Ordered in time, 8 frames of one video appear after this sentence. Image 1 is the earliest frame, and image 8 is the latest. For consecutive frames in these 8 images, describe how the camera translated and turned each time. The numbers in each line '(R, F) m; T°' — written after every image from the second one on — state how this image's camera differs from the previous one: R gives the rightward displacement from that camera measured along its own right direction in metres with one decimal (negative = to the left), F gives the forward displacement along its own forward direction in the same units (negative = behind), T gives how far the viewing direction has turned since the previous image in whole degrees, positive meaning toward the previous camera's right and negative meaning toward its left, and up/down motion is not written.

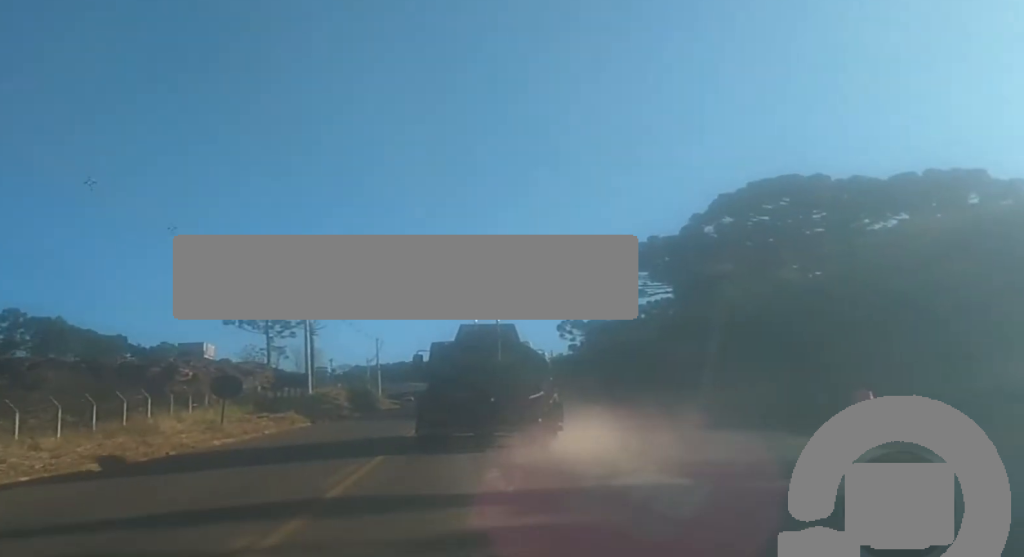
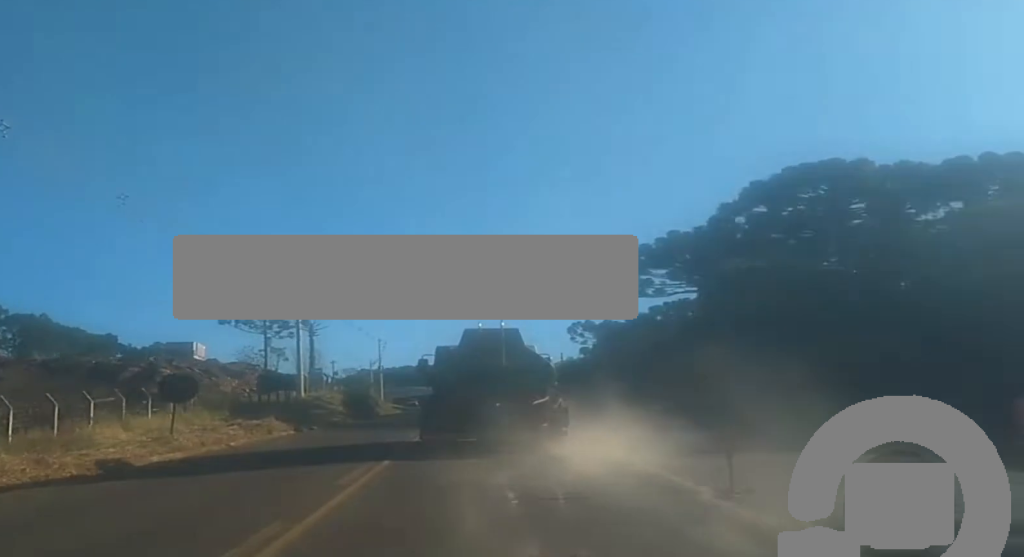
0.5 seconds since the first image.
(-0.1, +7.4) m; +1°
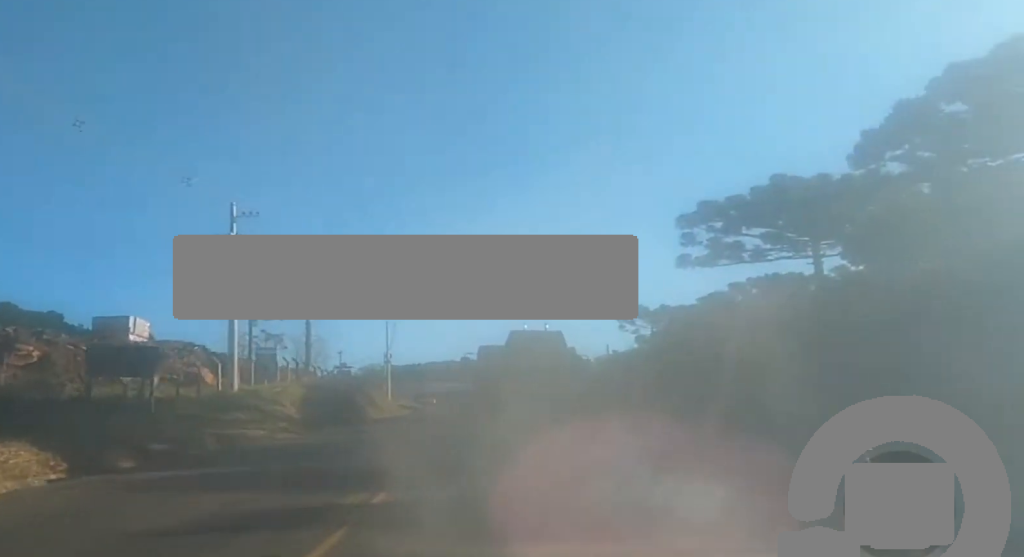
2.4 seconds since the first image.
(+0.8, +33.2) m; +2°
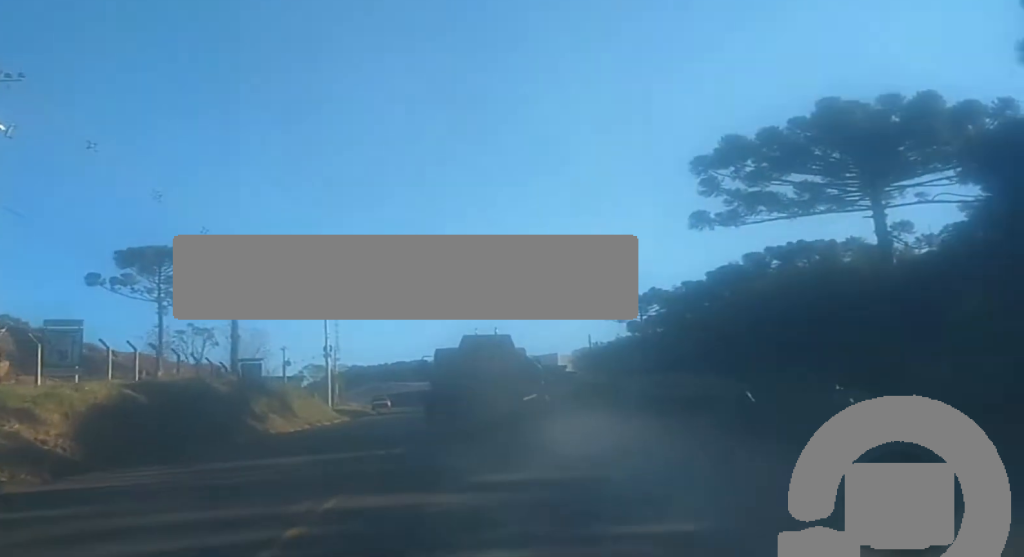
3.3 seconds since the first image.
(+0.1, +14.1) m; 0°
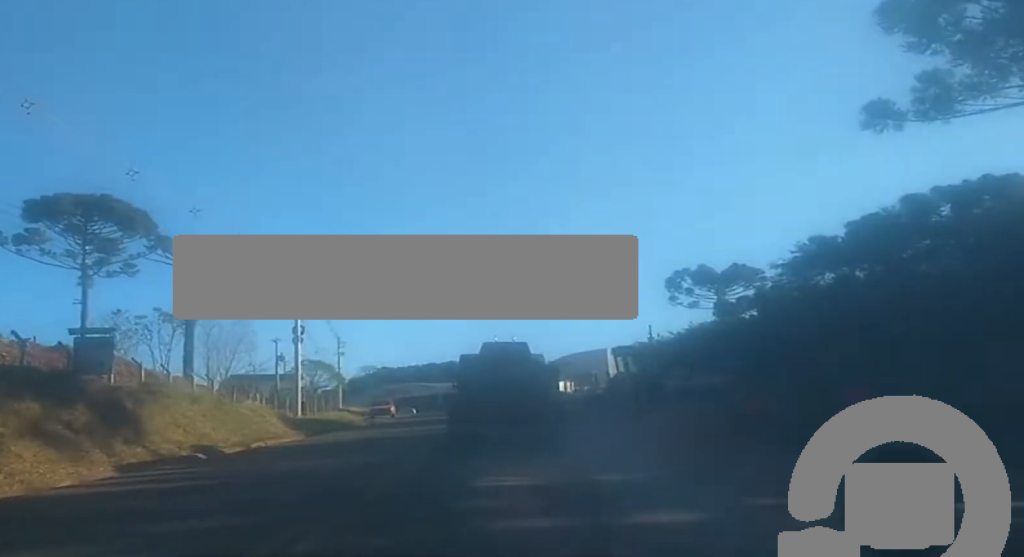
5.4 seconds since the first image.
(-0.5, +29.7) m; -1°
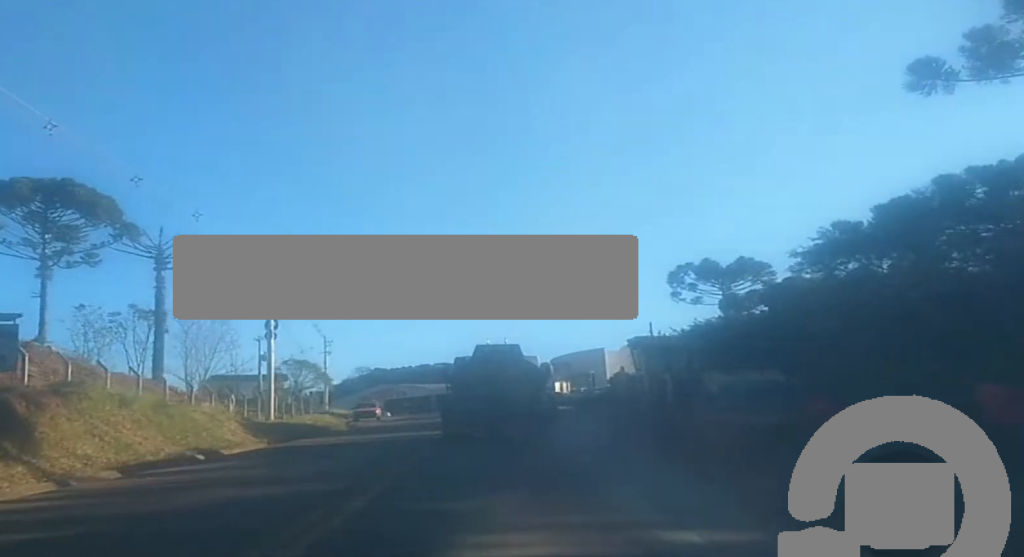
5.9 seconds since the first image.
(0.0, +5.9) m; 0°
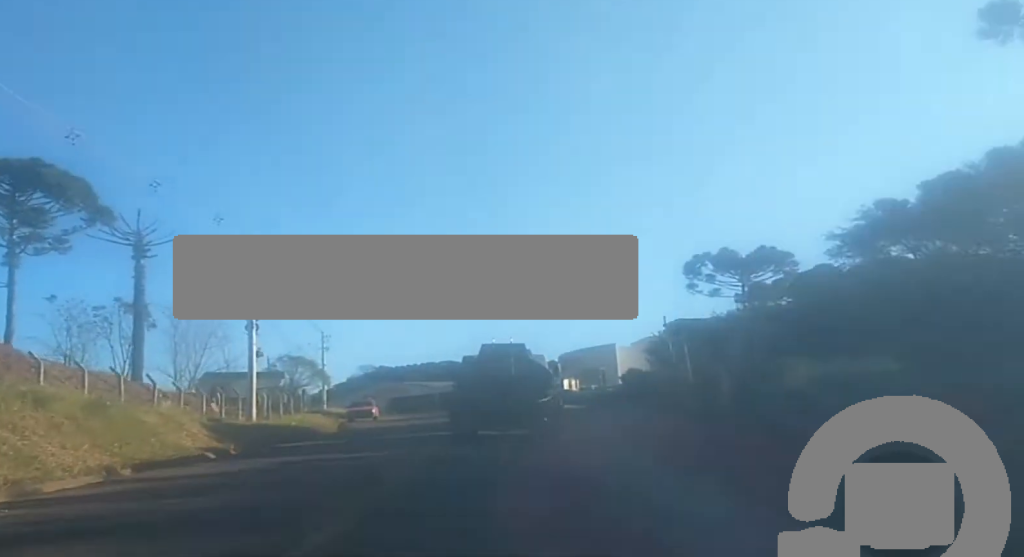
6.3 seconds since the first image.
(+0.1, +5.3) m; 0°
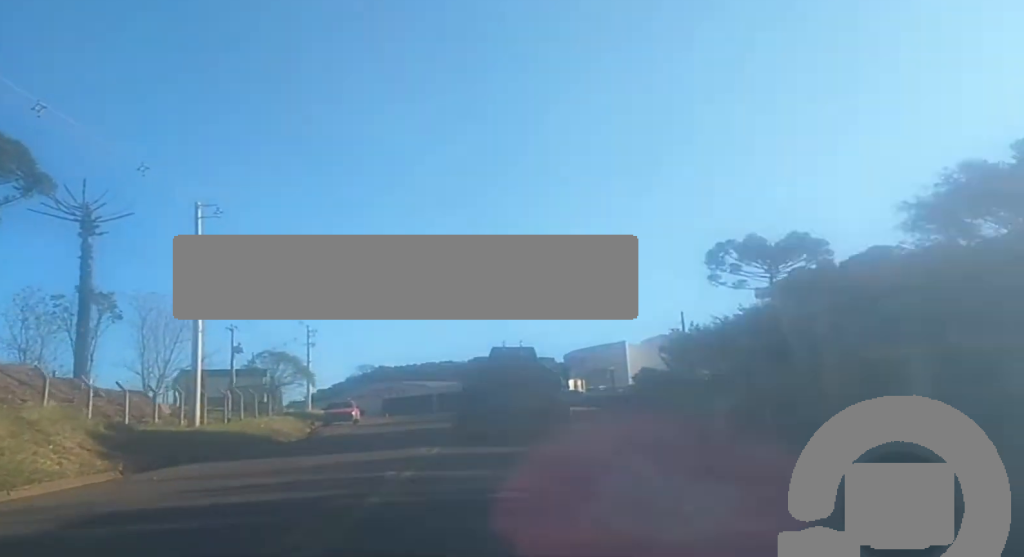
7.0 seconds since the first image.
(0.0, +8.5) m; 0°
